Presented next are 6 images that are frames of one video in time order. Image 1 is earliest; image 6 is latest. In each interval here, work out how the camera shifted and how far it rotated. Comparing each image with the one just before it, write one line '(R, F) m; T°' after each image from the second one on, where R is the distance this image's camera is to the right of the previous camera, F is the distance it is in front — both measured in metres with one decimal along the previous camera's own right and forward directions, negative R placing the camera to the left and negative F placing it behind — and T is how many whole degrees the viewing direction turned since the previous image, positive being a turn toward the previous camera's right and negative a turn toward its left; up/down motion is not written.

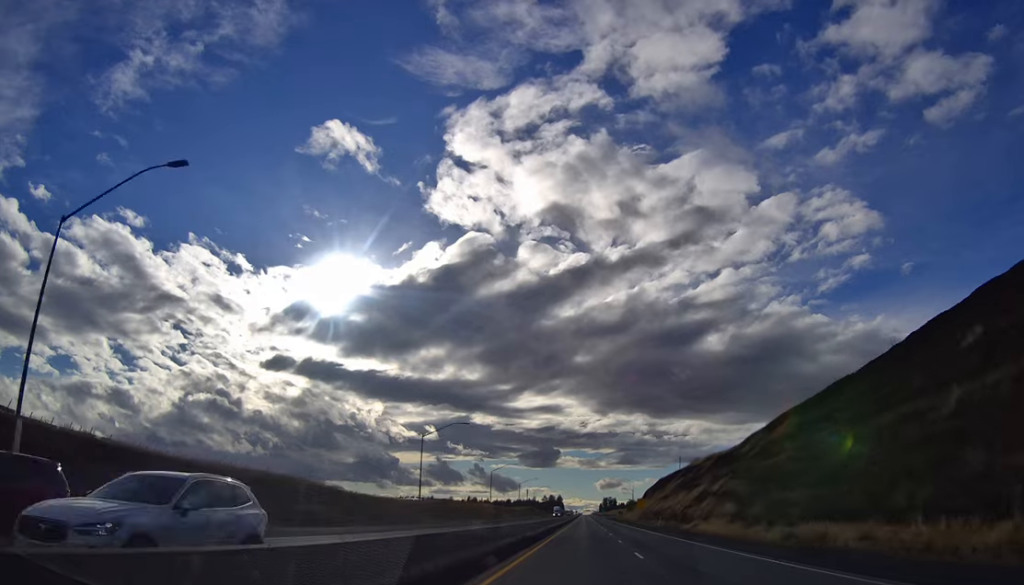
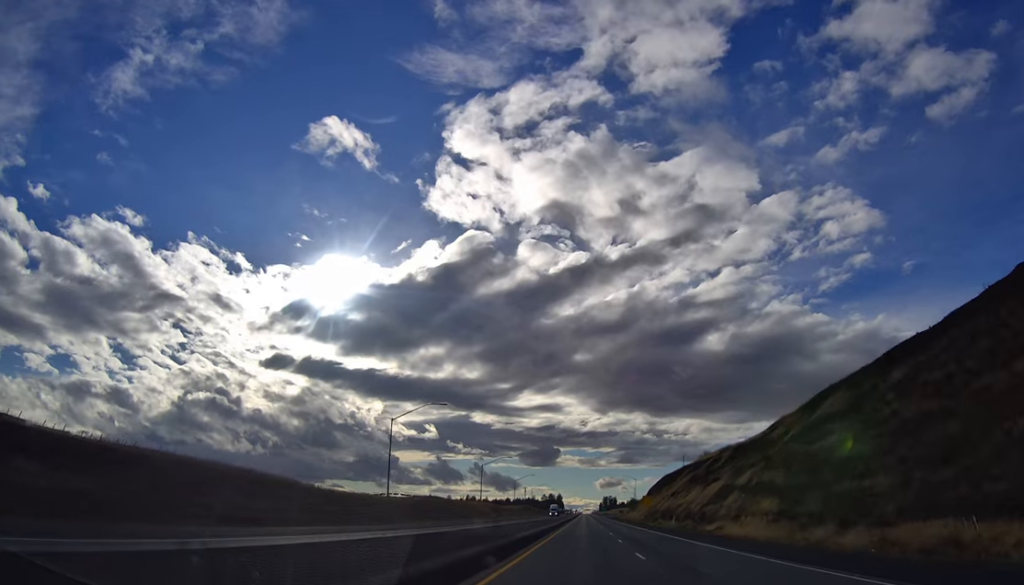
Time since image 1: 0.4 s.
(0.0, +13.1) m; 0°
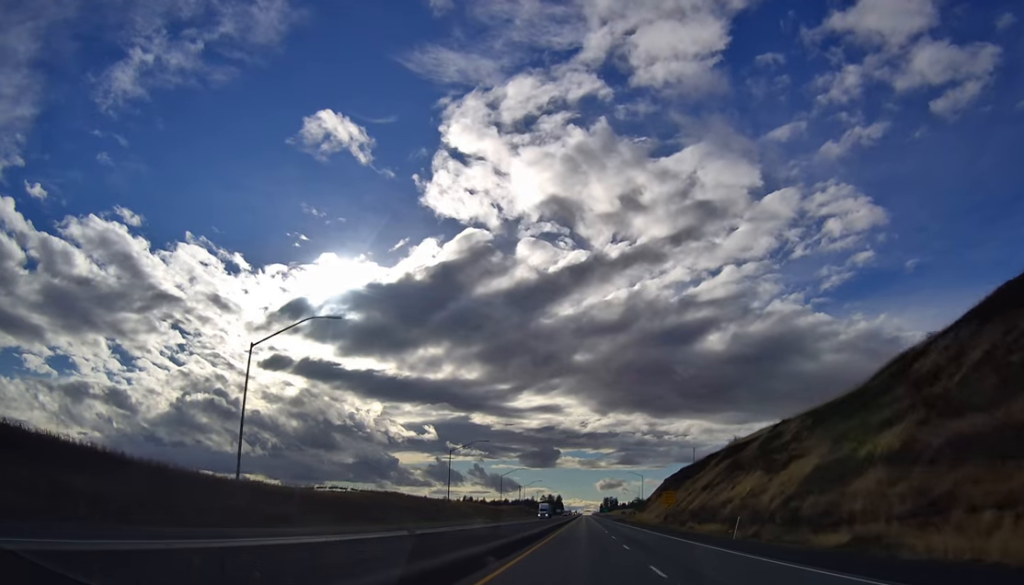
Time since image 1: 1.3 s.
(-0.1, +30.5) m; 0°
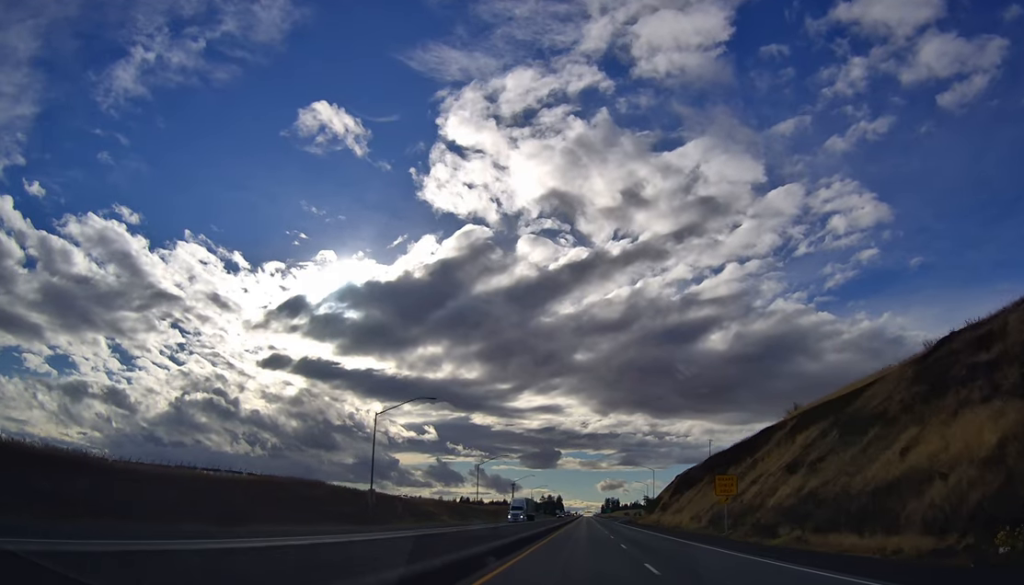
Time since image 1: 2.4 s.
(+0.1, +36.0) m; 0°
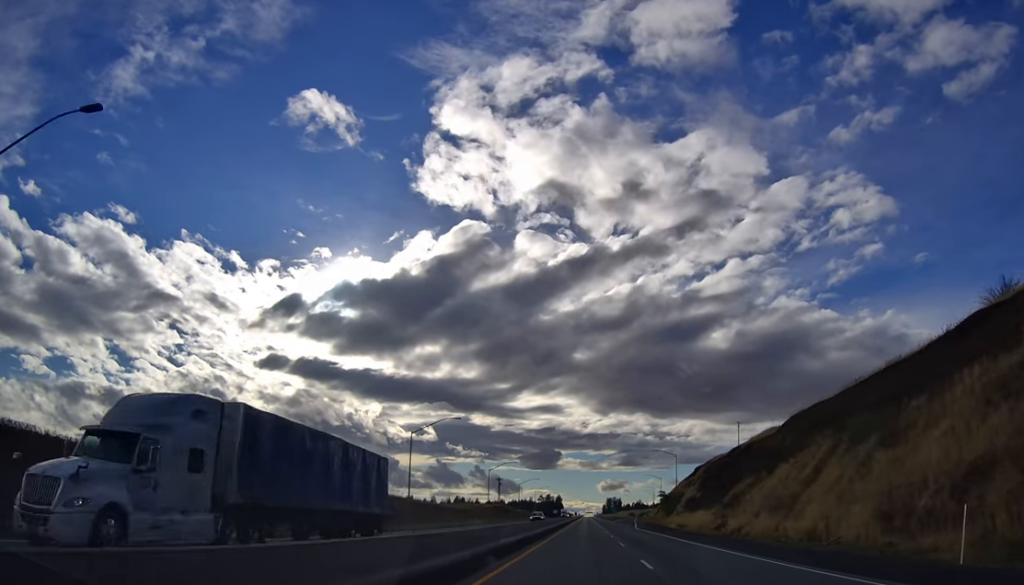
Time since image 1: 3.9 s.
(-0.1, +48.0) m; 0°
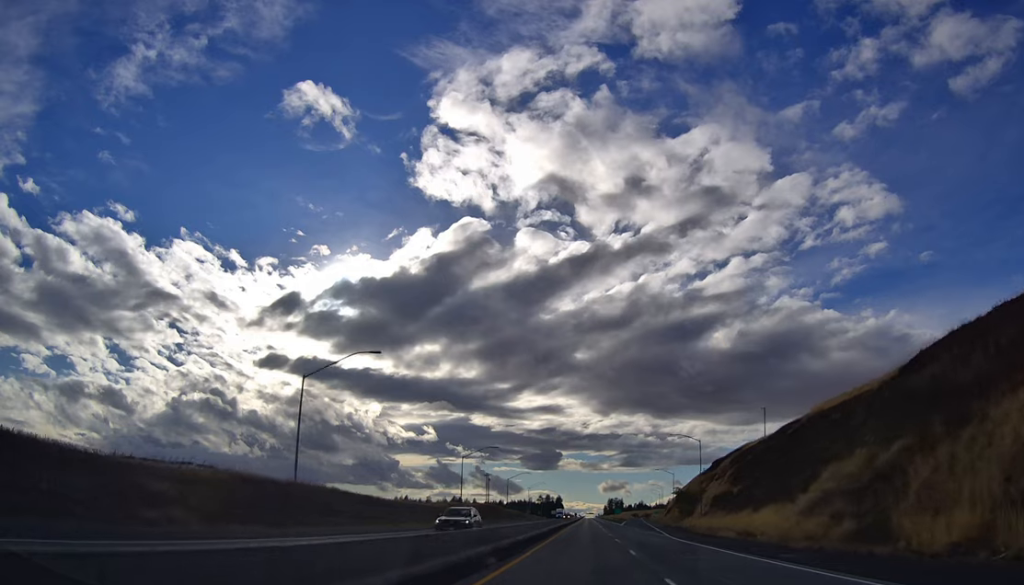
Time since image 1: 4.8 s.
(0.0, +30.4) m; +1°
